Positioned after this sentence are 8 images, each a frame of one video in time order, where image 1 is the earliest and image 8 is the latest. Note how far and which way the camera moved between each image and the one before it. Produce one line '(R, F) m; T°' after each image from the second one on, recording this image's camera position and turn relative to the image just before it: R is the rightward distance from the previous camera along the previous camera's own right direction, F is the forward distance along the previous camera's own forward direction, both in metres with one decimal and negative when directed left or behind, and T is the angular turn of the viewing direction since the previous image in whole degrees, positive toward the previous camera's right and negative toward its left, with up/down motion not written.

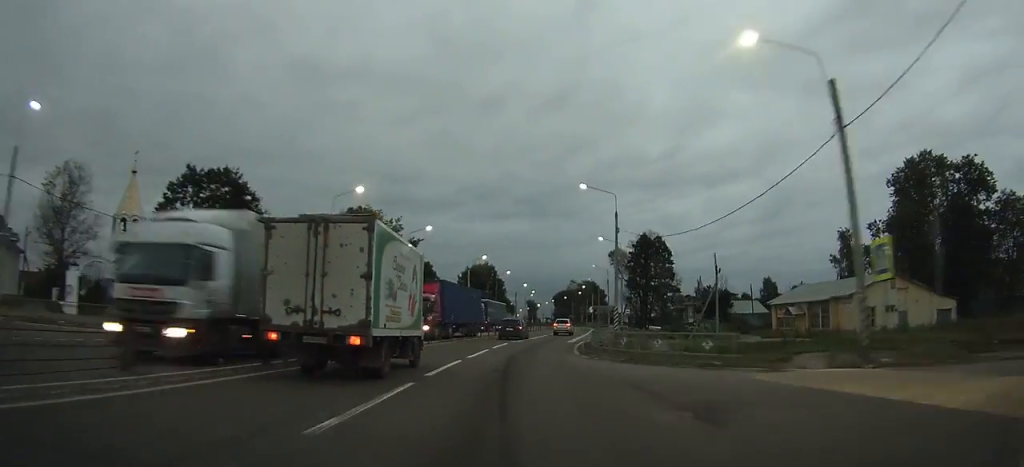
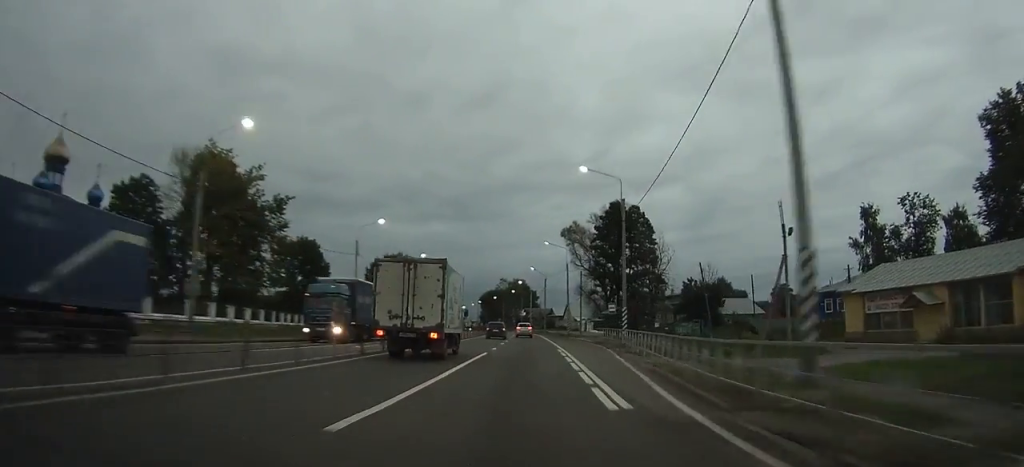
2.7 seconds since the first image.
(+1.7, +29.8) m; +7°
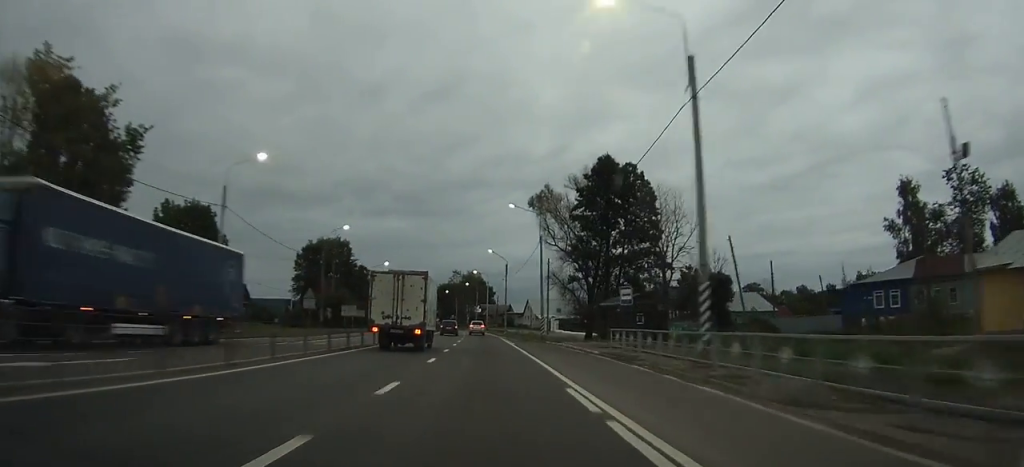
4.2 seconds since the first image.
(+0.7, +19.3) m; +3°
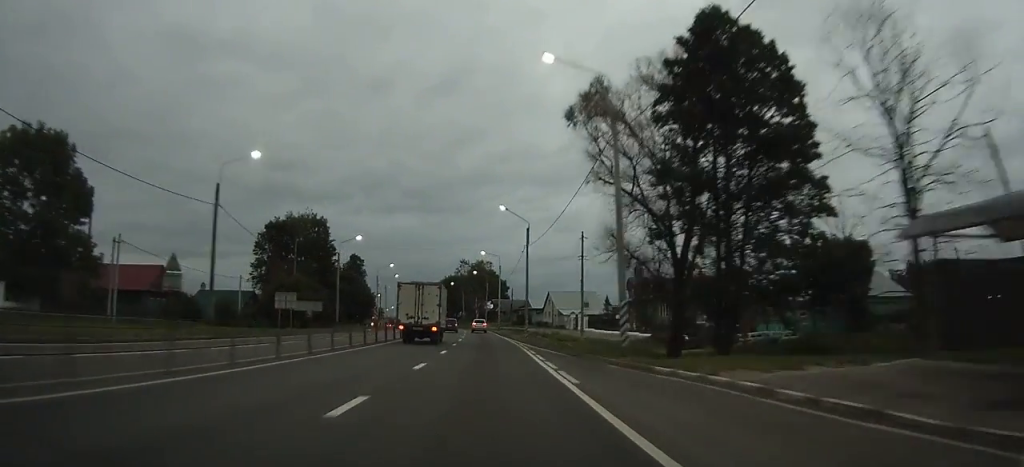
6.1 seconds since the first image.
(+0.8, +25.9) m; +2°
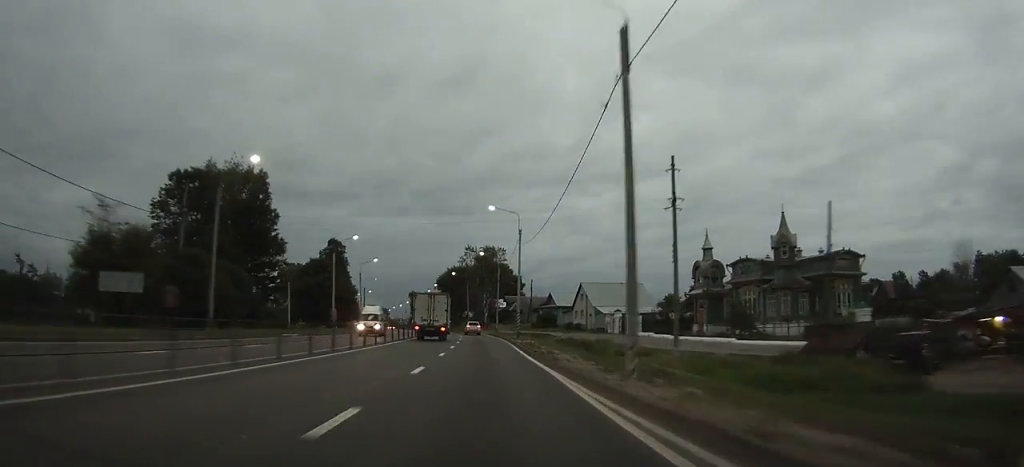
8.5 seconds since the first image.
(-0.1, +33.0) m; -1°
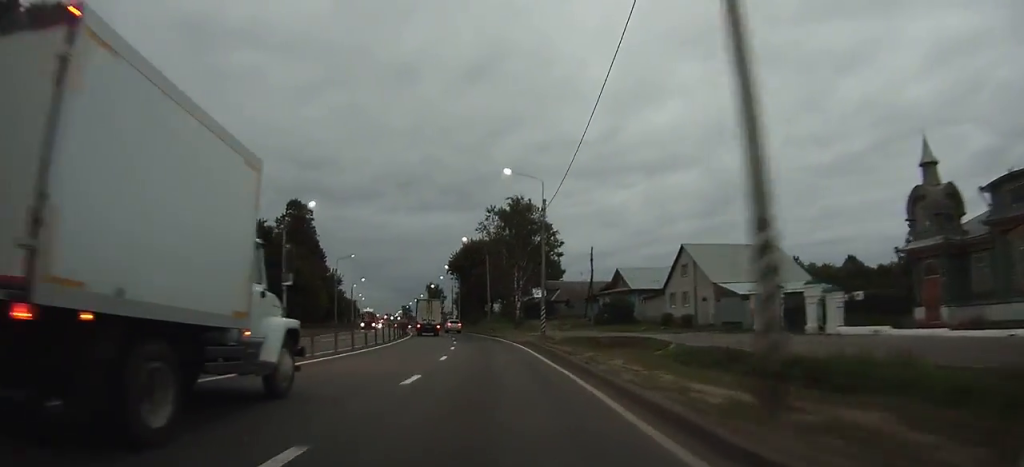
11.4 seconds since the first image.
(-0.4, +43.0) m; -2°
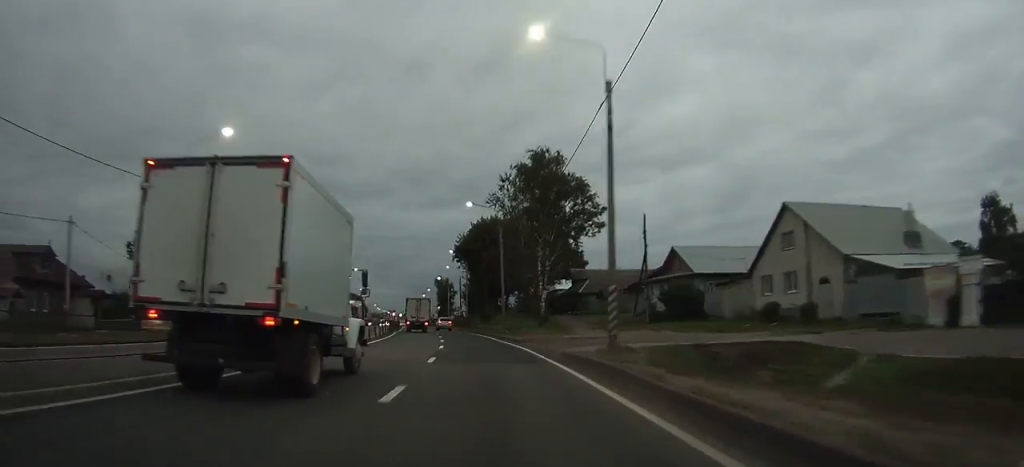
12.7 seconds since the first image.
(-0.3, +18.9) m; -2°
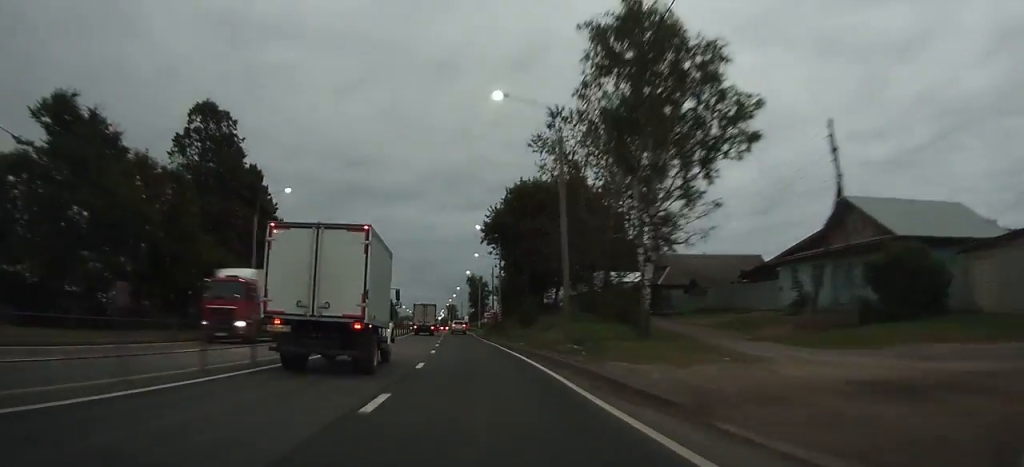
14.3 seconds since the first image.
(-0.6, +24.9) m; -3°
